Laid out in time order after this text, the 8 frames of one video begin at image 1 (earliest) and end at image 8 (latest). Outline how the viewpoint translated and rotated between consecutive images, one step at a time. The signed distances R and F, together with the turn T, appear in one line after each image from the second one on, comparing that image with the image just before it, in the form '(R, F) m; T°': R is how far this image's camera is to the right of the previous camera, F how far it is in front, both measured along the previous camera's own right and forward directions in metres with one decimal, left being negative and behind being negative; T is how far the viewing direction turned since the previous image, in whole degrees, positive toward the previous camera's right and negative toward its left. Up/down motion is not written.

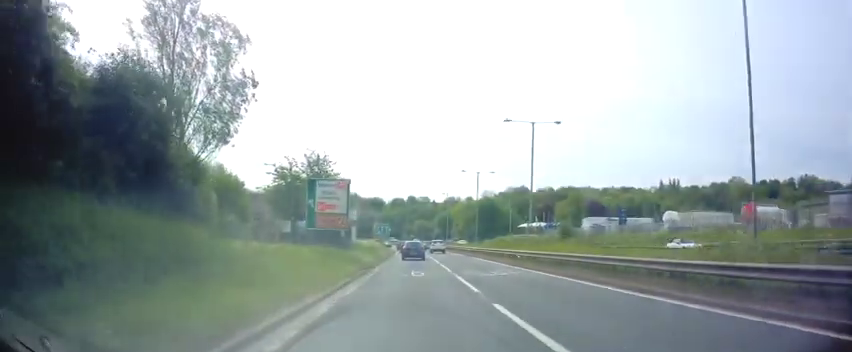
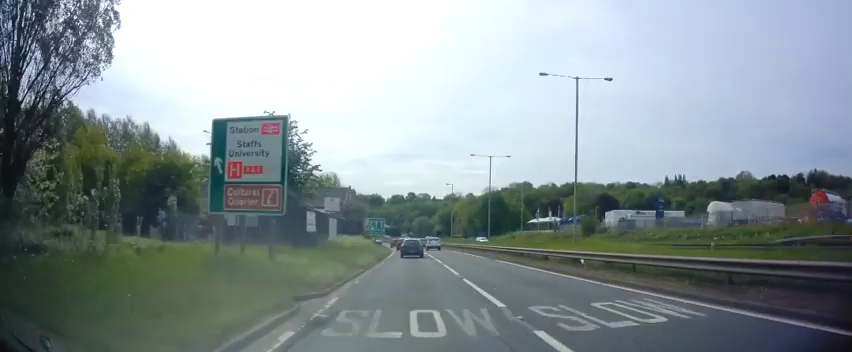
(-0.2, +12.2) m; 0°
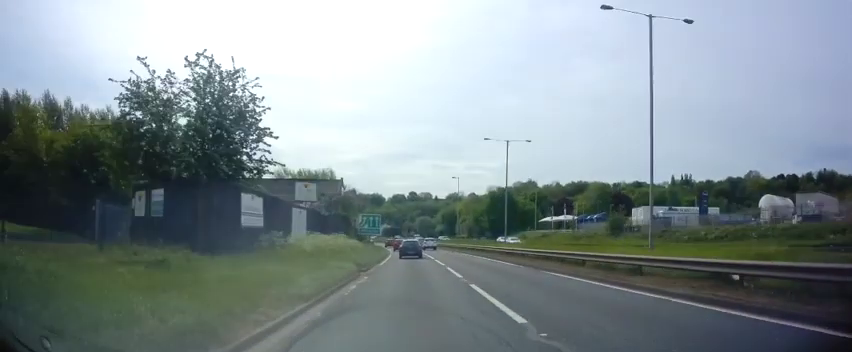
(0.0, +10.5) m; +1°
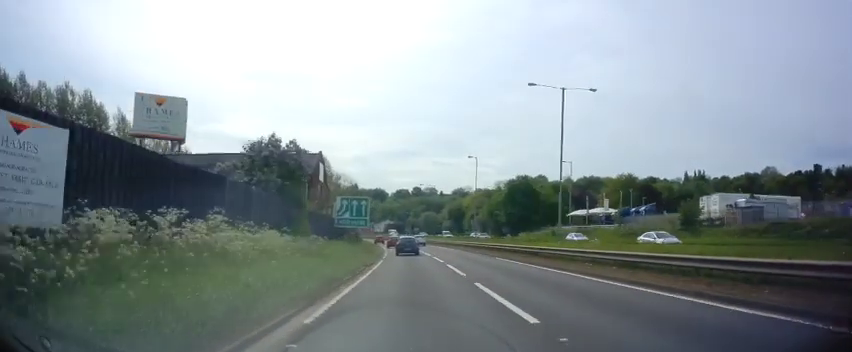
(+0.2, +18.6) m; -1°
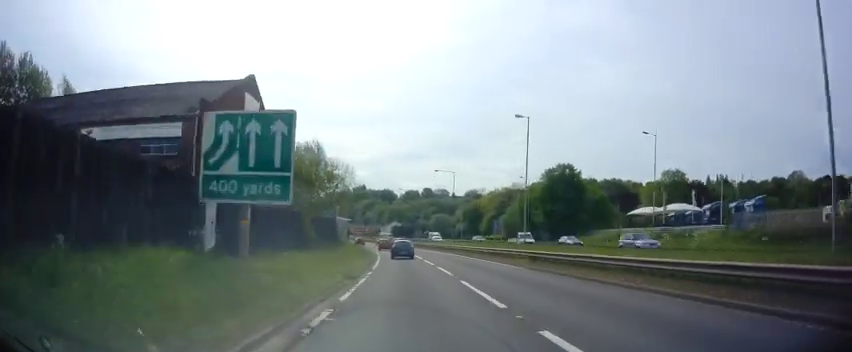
(-0.8, +24.7) m; -2°
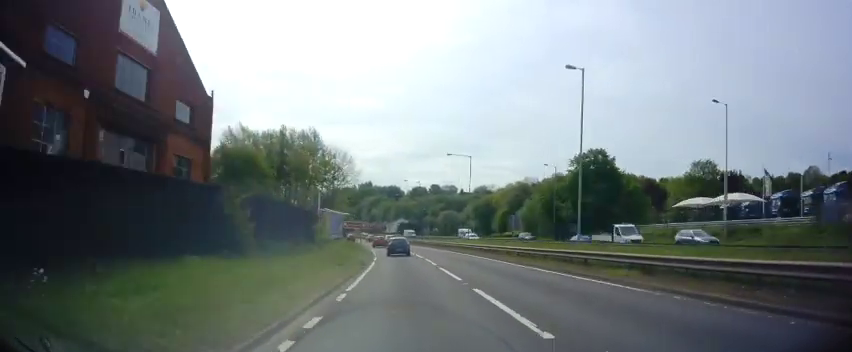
(-0.1, +12.3) m; -1°
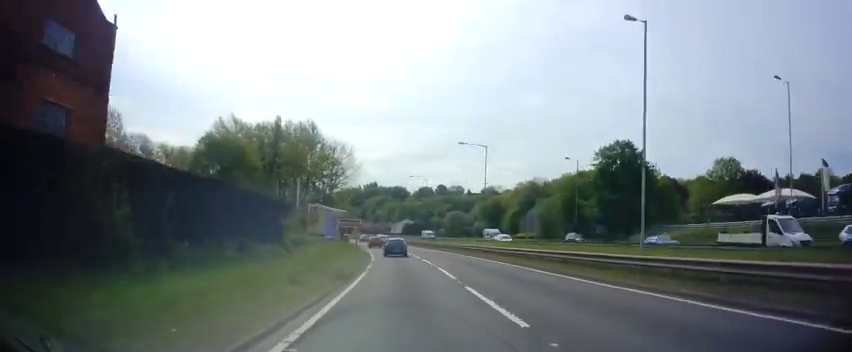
(-0.1, +8.0) m; -1°
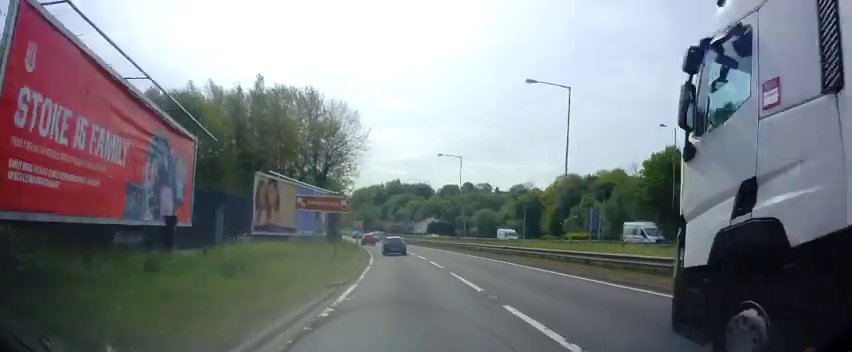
(-0.2, +21.8) m; -2°
